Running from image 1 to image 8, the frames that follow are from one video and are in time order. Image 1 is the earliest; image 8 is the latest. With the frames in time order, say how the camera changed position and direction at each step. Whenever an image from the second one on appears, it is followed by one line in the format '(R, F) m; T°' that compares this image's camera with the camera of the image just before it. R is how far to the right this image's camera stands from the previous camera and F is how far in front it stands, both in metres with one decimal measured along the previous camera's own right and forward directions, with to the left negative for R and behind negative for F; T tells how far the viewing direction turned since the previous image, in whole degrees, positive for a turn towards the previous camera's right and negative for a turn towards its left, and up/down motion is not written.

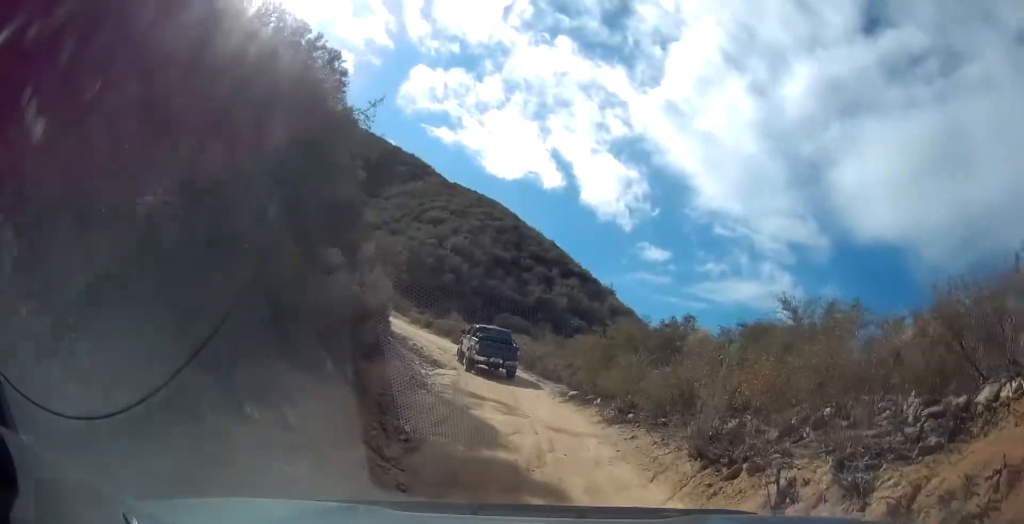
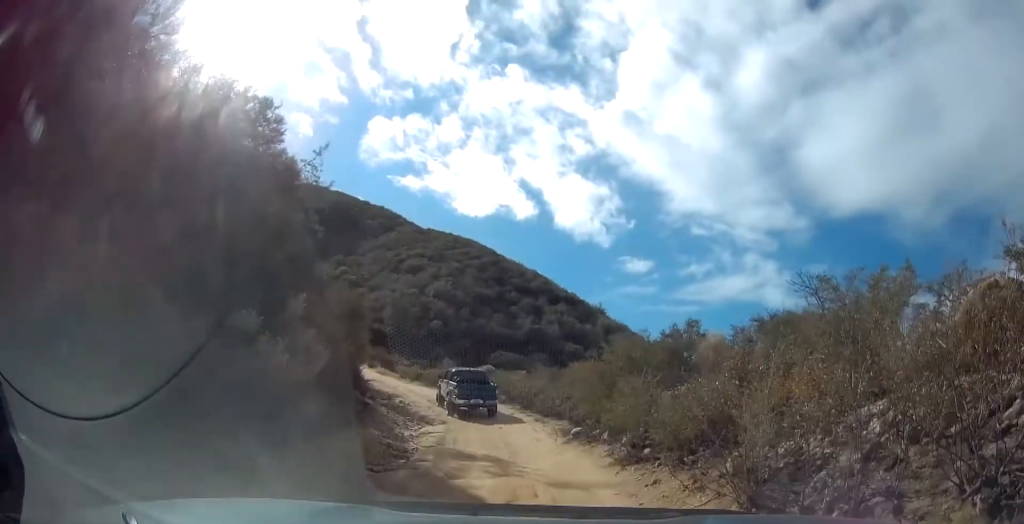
(0.0, +2.3) m; 0°
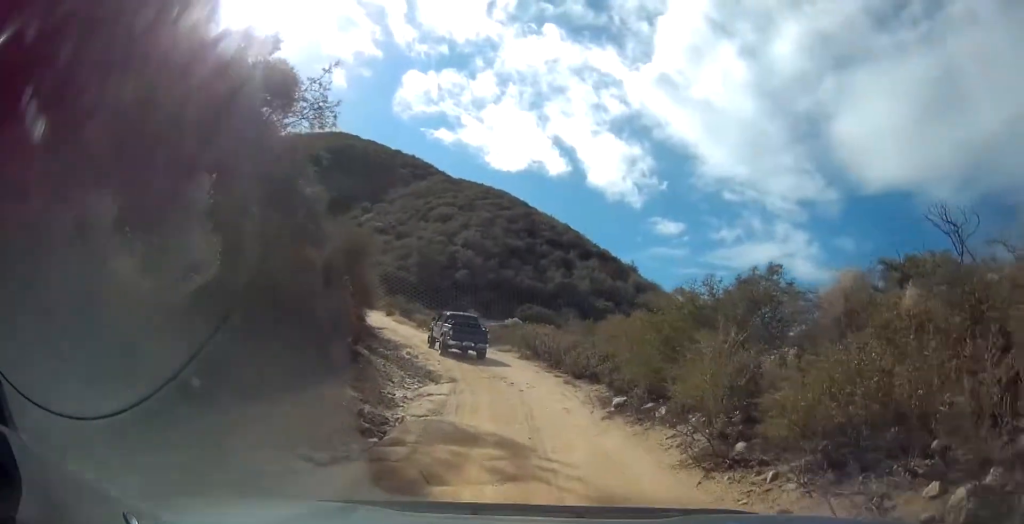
(0.0, +4.1) m; -5°
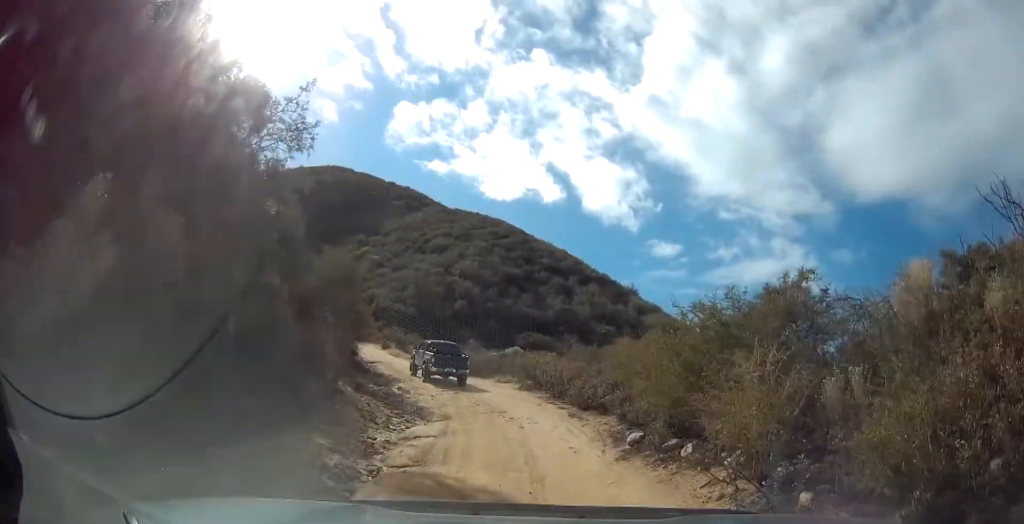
(0.0, +1.8) m; -2°
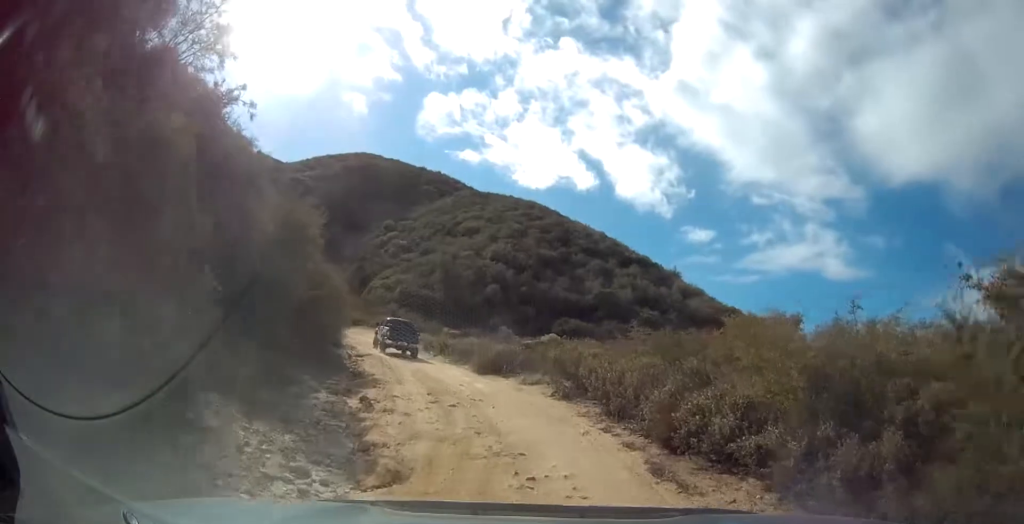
(+0.2, +7.3) m; +3°
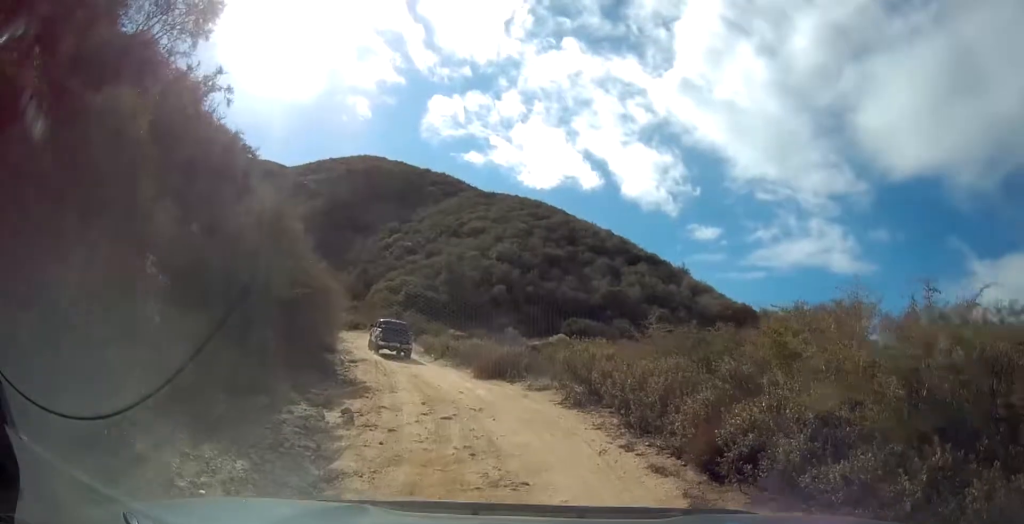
(0.0, +1.6) m; -2°
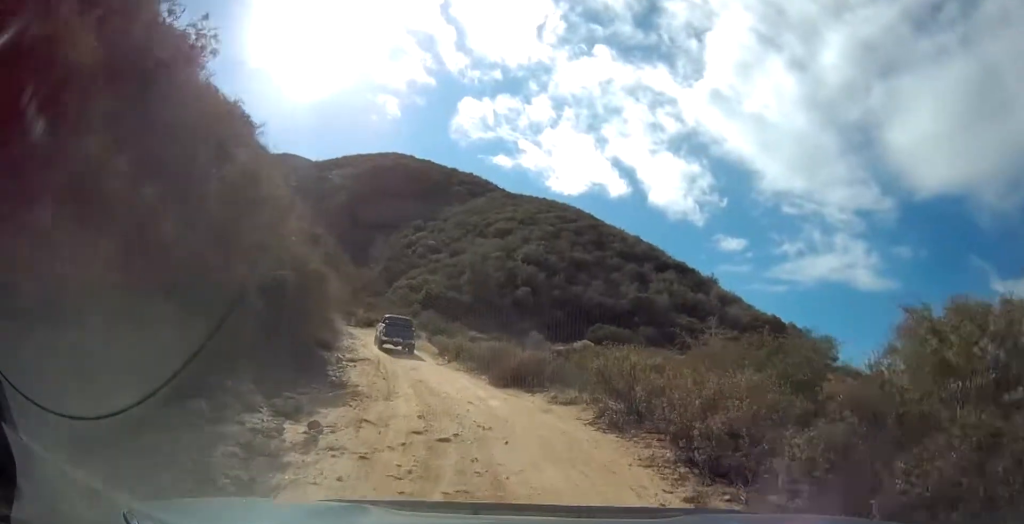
(0.0, +2.7) m; 0°
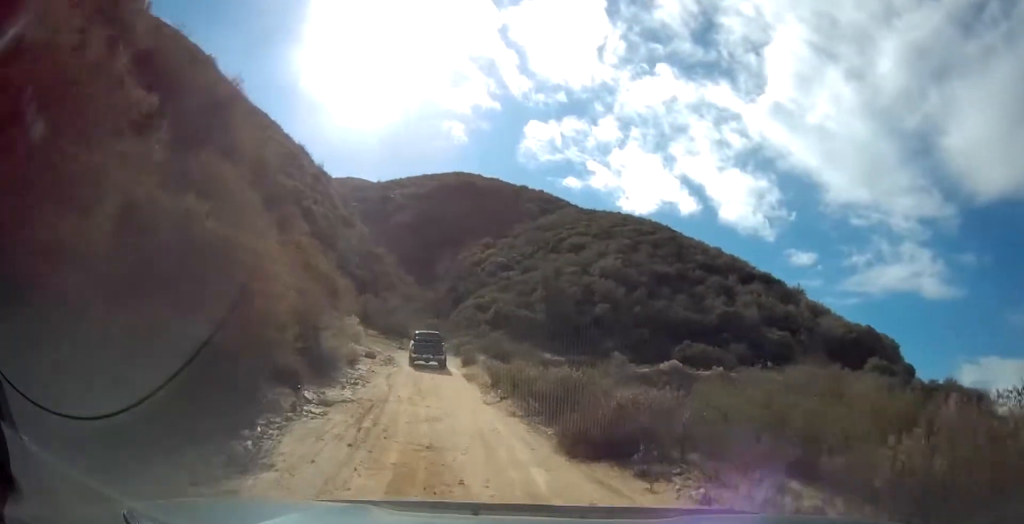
(-0.4, +8.1) m; -10°
